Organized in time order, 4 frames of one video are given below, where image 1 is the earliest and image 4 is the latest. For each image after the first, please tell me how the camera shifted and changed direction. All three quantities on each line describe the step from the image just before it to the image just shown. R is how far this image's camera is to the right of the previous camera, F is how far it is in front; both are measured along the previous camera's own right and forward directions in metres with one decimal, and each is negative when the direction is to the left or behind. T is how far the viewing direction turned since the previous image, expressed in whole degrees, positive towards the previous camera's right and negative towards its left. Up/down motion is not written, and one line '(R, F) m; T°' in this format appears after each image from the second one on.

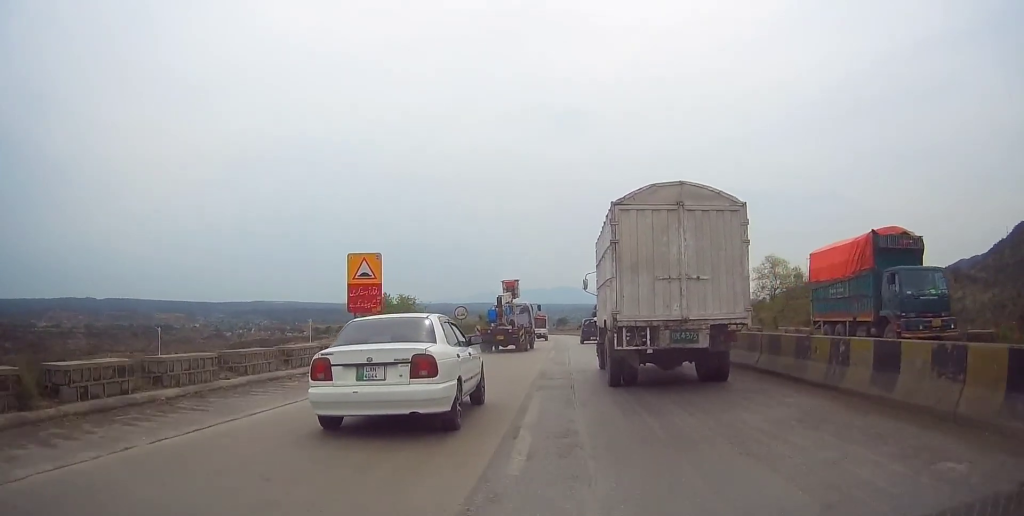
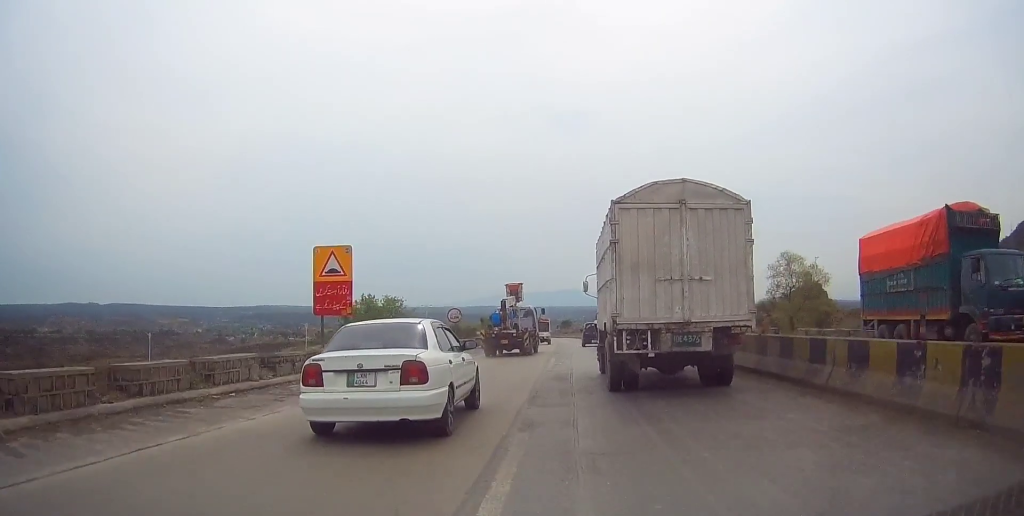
(-0.2, +4.2) m; -1°
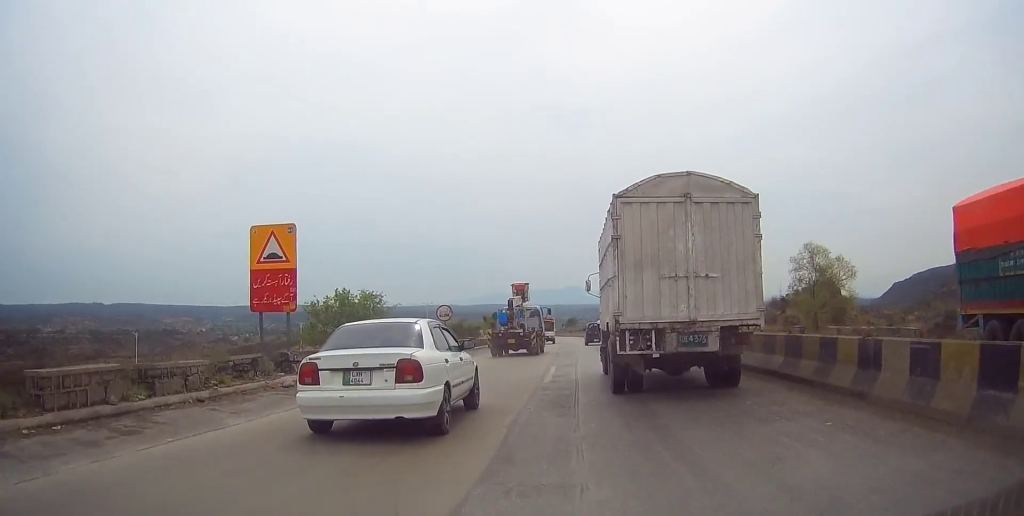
(-0.1, +5.4) m; -1°
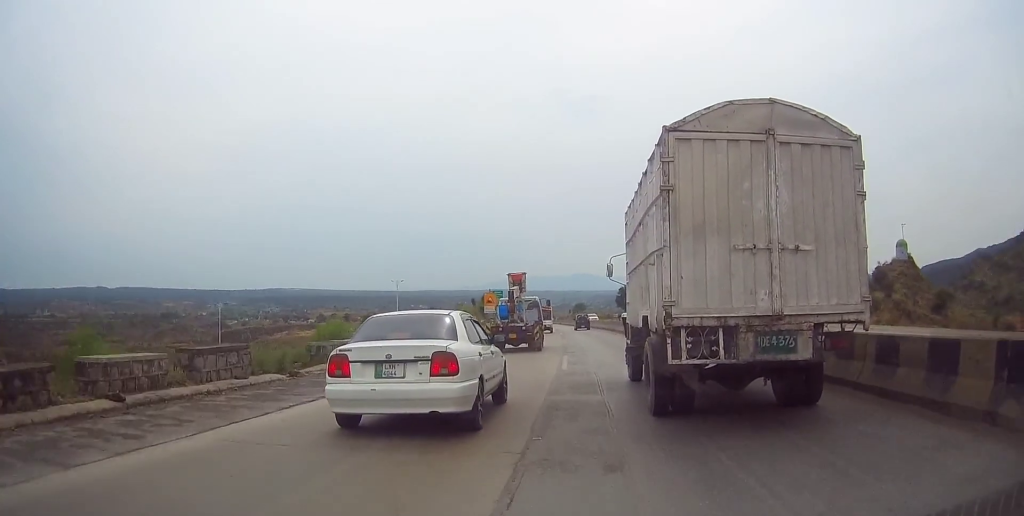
(0.0, +35.4) m; 0°
